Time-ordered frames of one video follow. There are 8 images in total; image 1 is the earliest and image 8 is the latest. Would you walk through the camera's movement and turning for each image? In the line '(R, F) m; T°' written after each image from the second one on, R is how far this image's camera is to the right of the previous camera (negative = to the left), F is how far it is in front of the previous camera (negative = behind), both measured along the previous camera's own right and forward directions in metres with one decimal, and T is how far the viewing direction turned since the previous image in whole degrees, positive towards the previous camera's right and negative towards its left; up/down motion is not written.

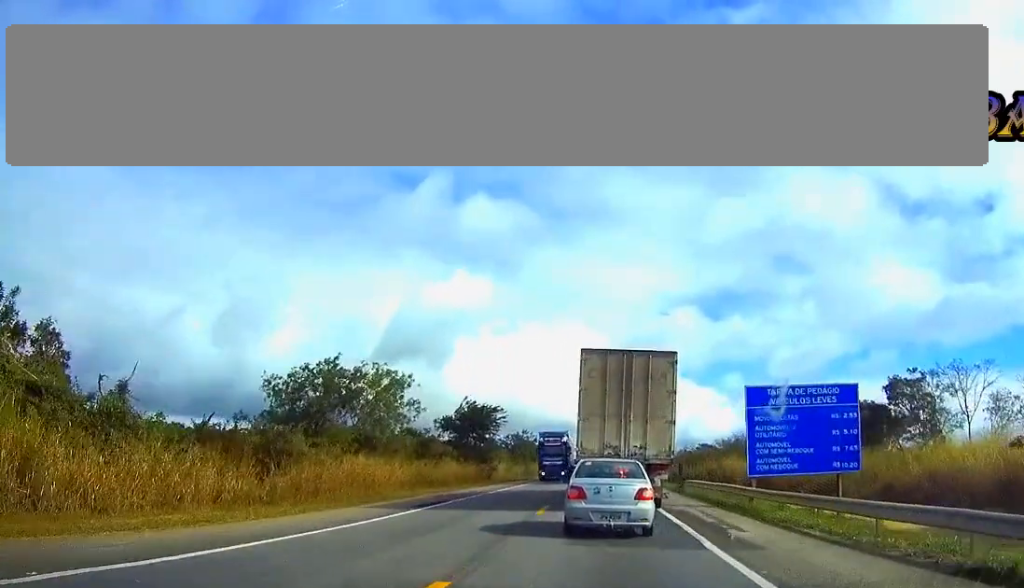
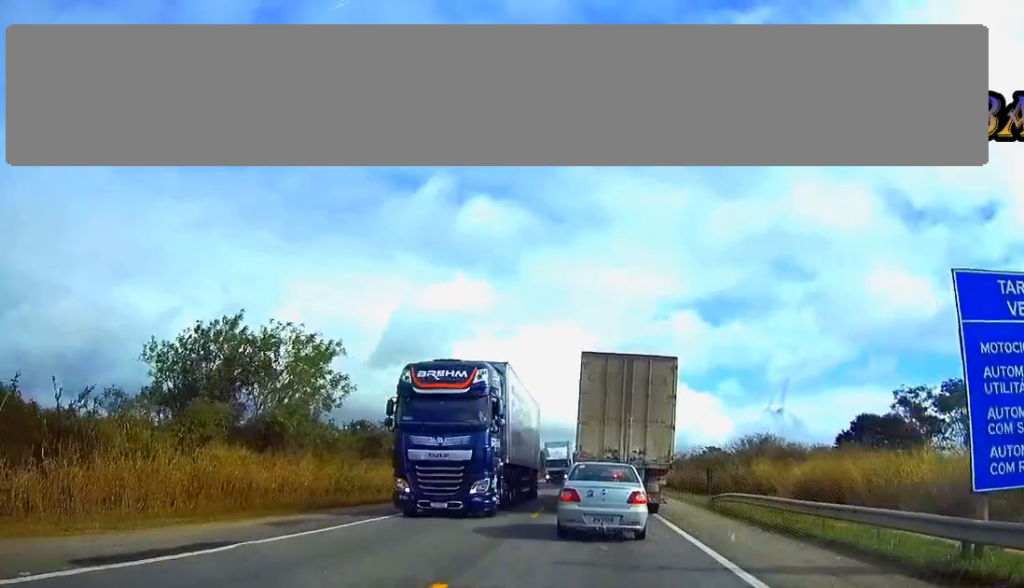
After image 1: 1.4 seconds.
(0.0, +16.6) m; 0°
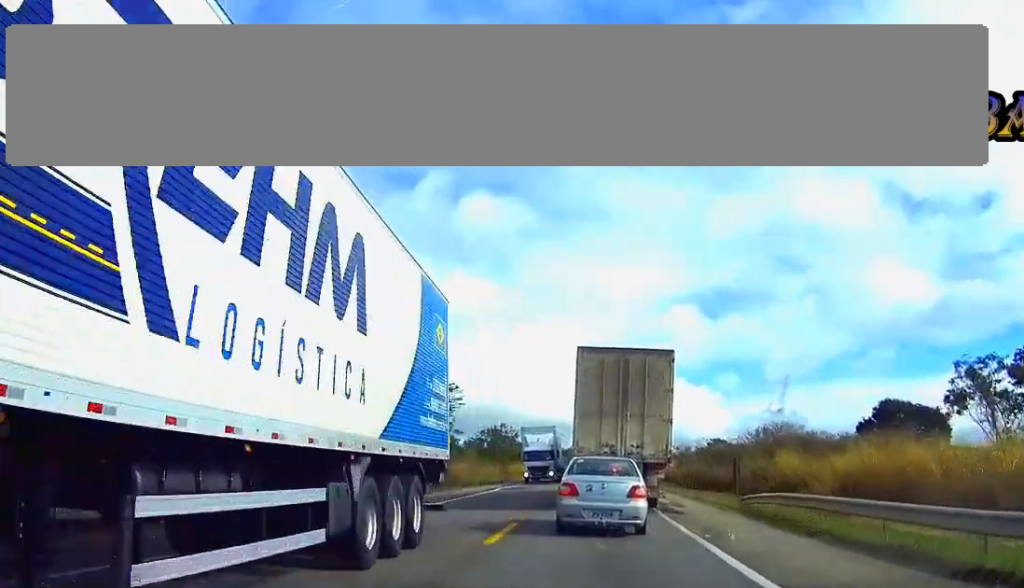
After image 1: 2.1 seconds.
(0.0, +8.5) m; 0°
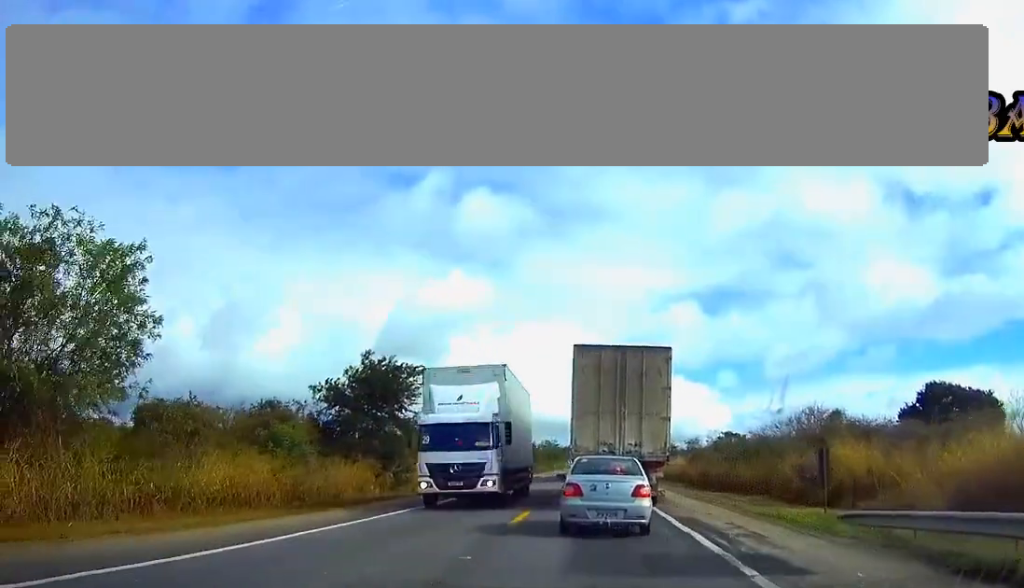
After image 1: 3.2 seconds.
(0.0, +12.8) m; 0°
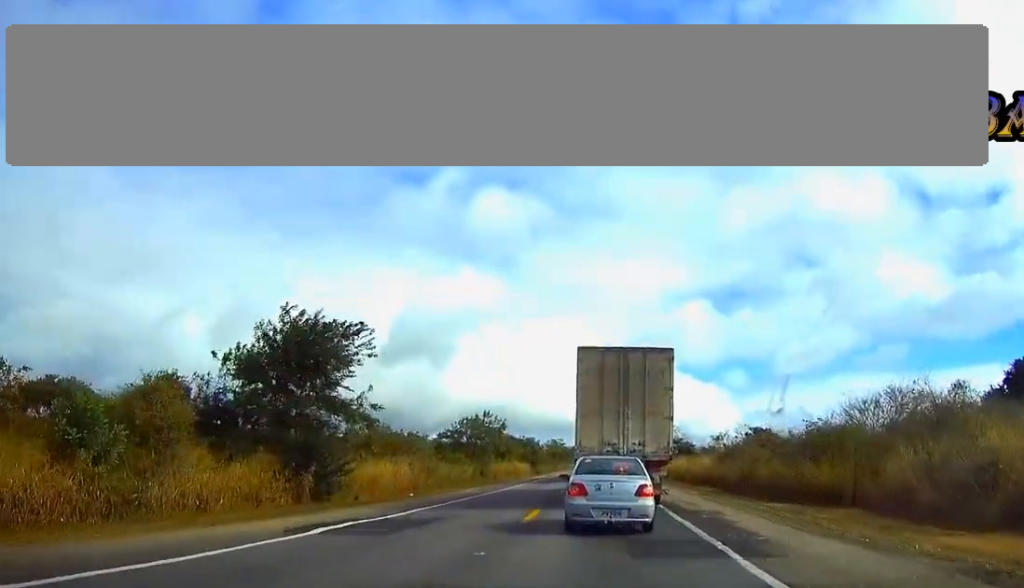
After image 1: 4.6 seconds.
(0.0, +16.1) m; 0°
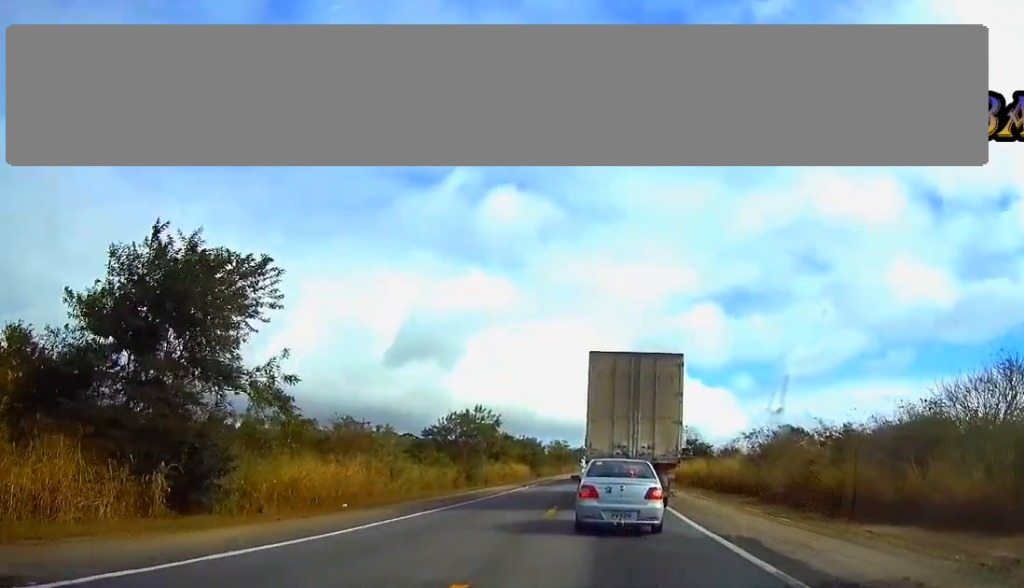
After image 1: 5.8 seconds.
(0.0, +13.5) m; -1°
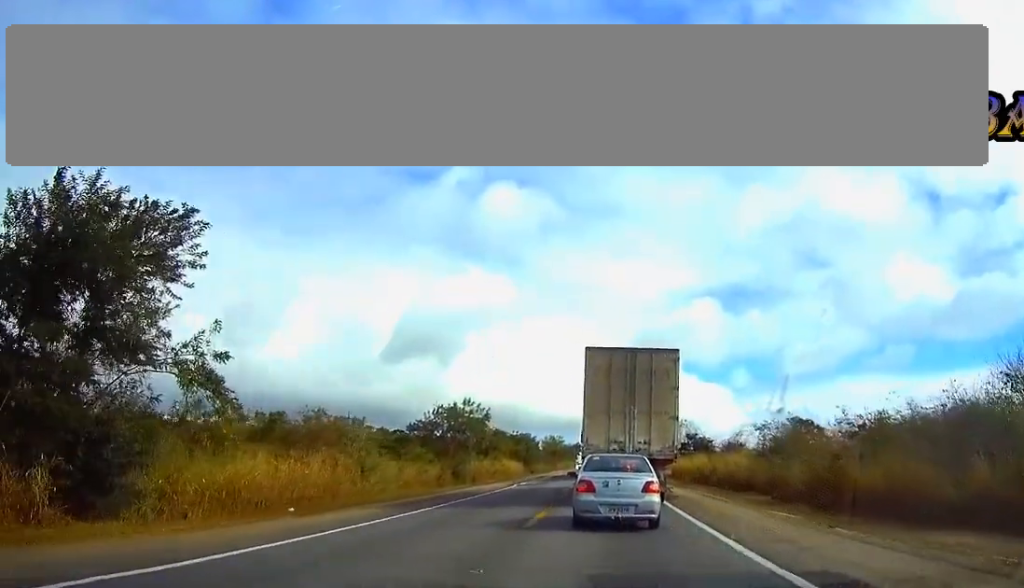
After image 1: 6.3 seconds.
(0.0, +5.7) m; 0°
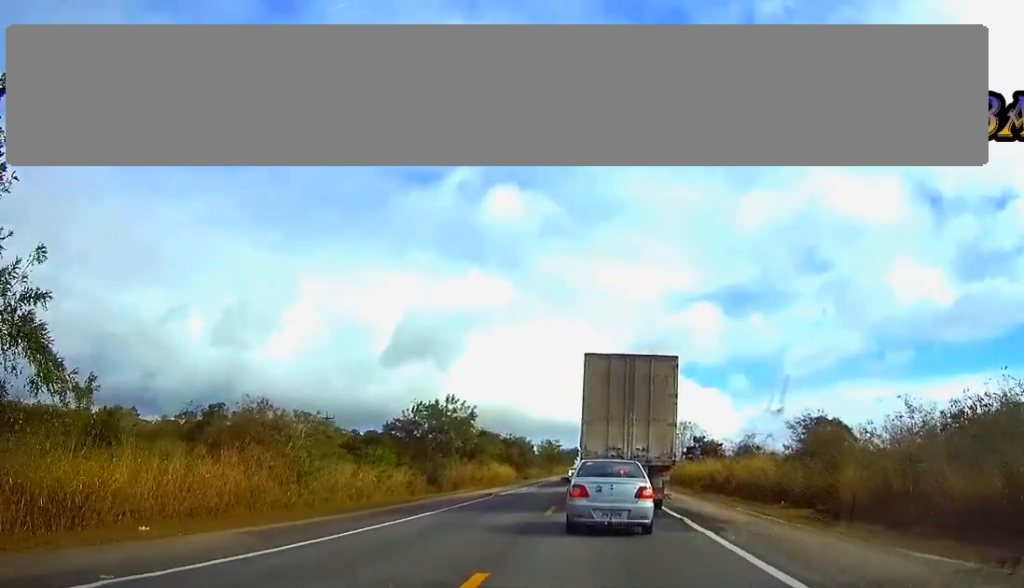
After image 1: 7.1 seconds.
(-0.1, +9.9) m; 0°
